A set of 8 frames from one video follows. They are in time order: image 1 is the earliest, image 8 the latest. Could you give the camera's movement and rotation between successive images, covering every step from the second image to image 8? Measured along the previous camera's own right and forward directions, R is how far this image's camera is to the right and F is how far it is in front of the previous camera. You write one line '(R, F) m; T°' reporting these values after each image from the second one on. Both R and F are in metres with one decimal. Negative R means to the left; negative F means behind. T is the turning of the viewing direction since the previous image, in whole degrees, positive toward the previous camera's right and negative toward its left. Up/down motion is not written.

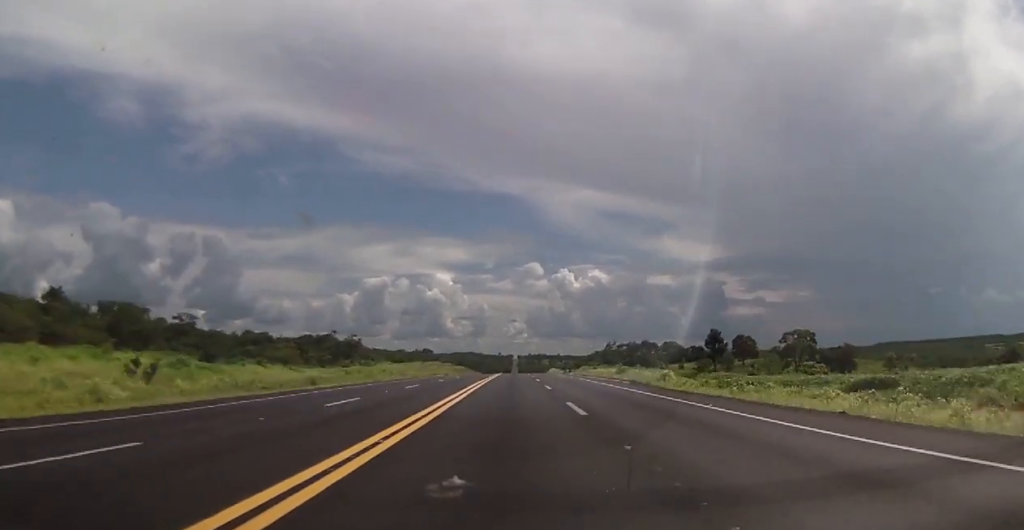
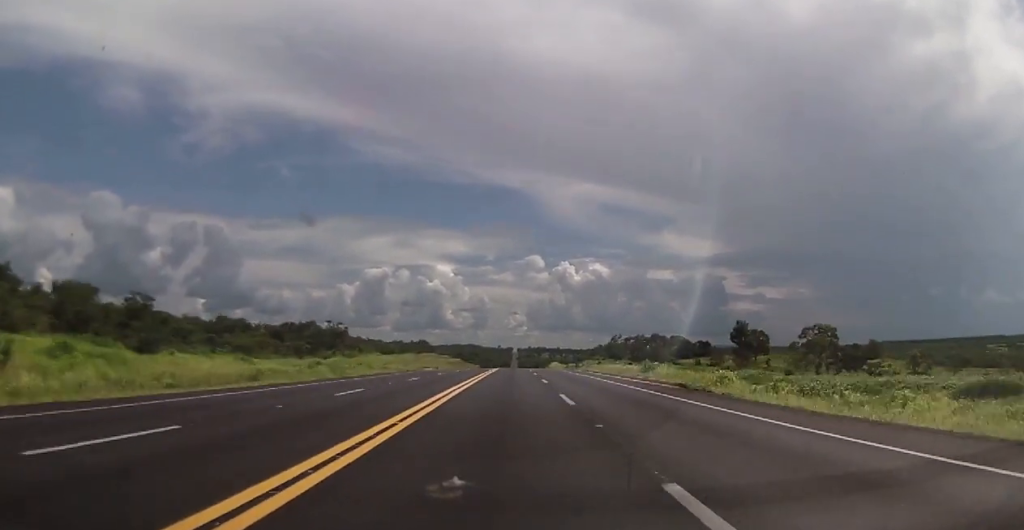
(-0.2, +13.8) m; -1°
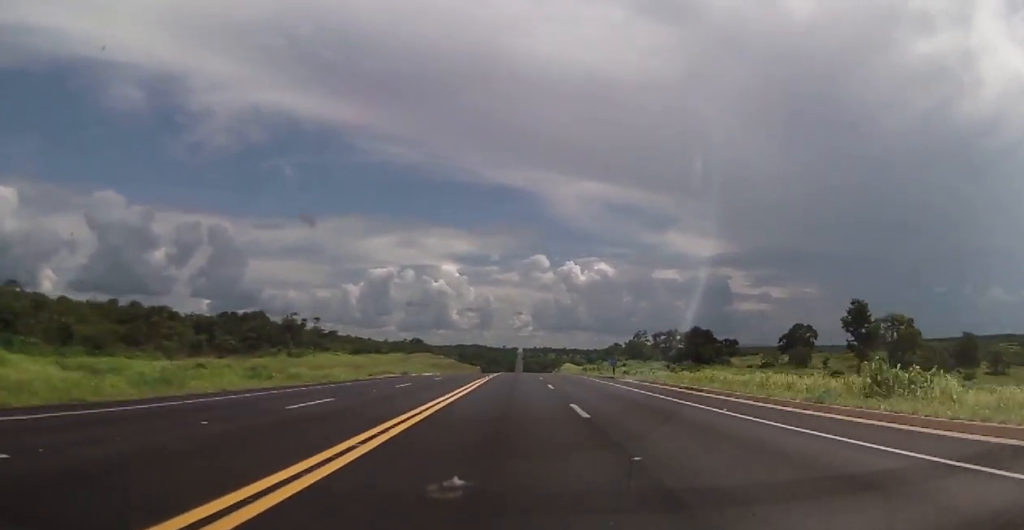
(-0.4, +35.2) m; 0°
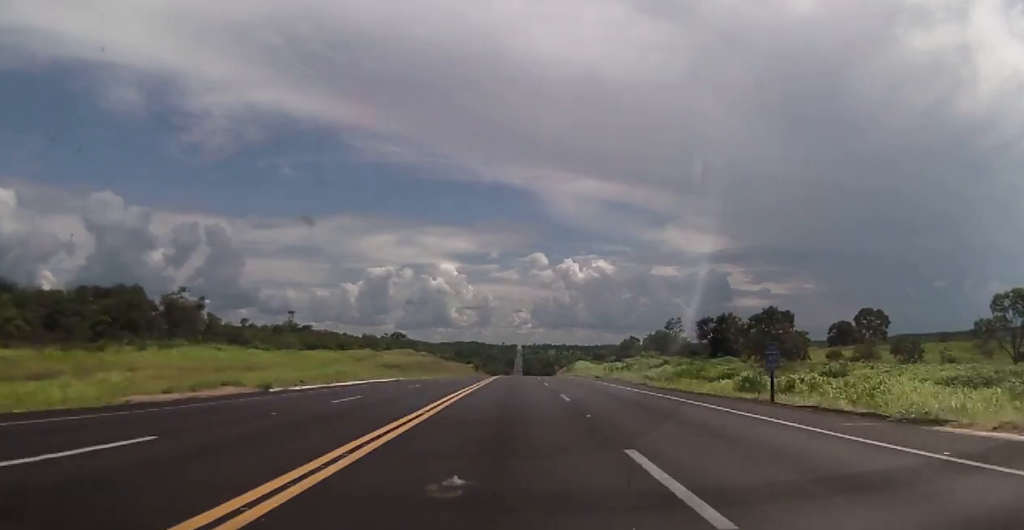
(+0.6, +41.8) m; 0°
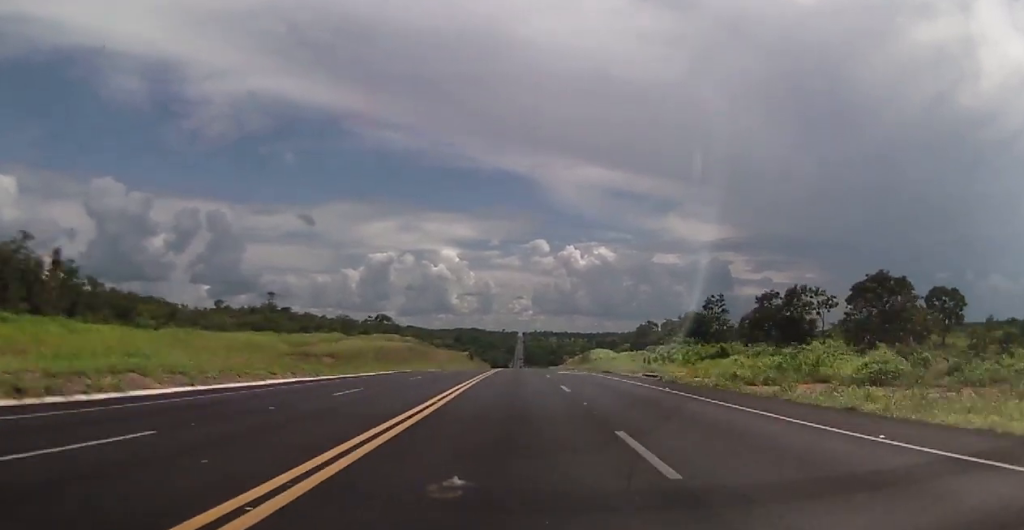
(-0.7, +30.3) m; -1°
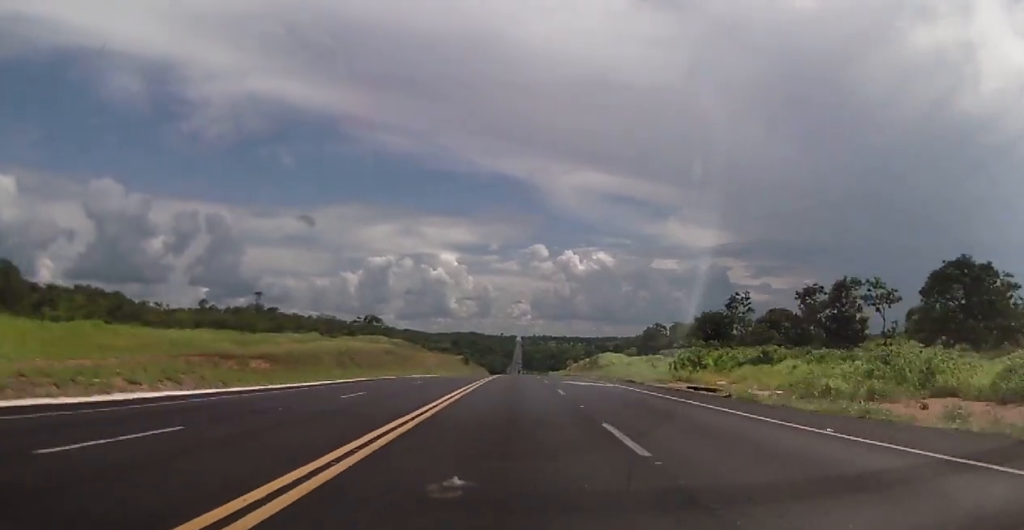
(0.0, +14.2) m; 0°
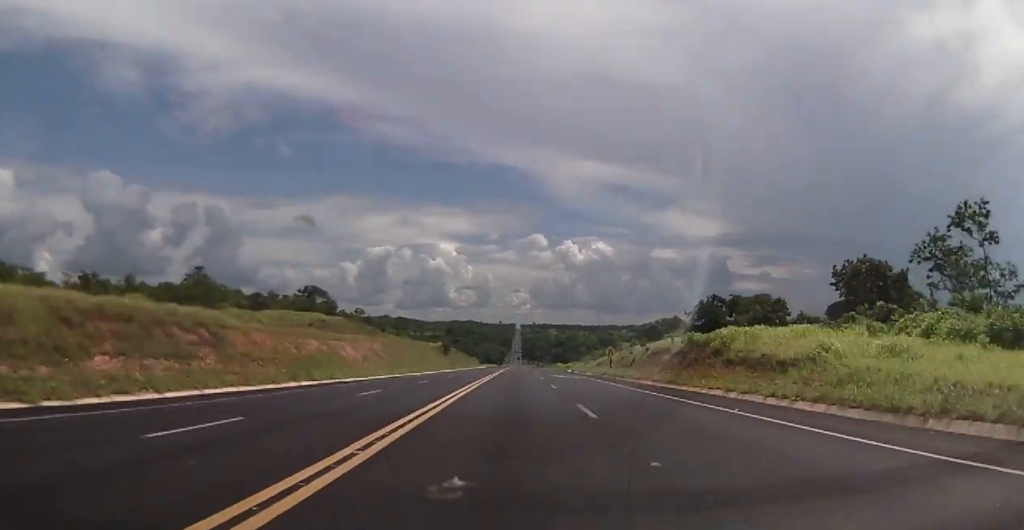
(+0.8, +58.0) m; +1°
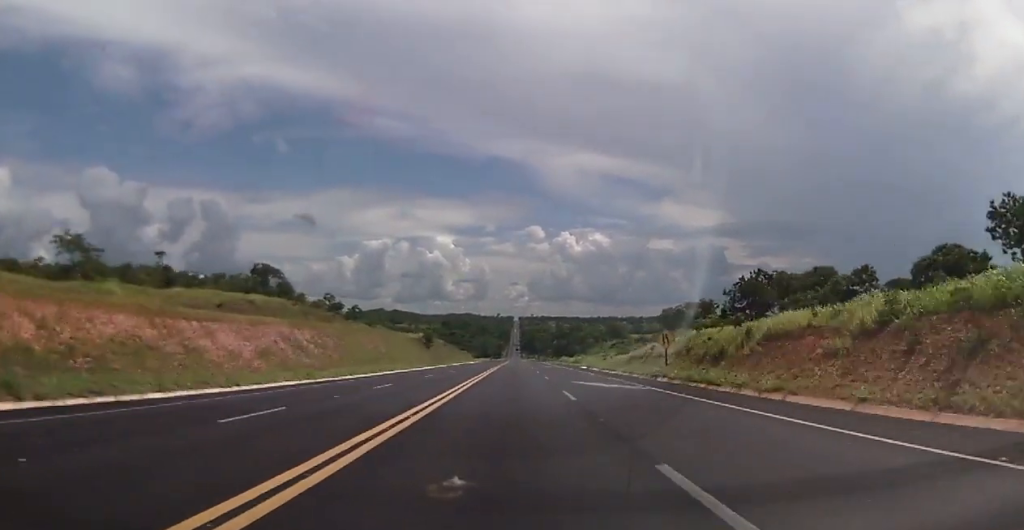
(0.0, +27.6) m; 0°
